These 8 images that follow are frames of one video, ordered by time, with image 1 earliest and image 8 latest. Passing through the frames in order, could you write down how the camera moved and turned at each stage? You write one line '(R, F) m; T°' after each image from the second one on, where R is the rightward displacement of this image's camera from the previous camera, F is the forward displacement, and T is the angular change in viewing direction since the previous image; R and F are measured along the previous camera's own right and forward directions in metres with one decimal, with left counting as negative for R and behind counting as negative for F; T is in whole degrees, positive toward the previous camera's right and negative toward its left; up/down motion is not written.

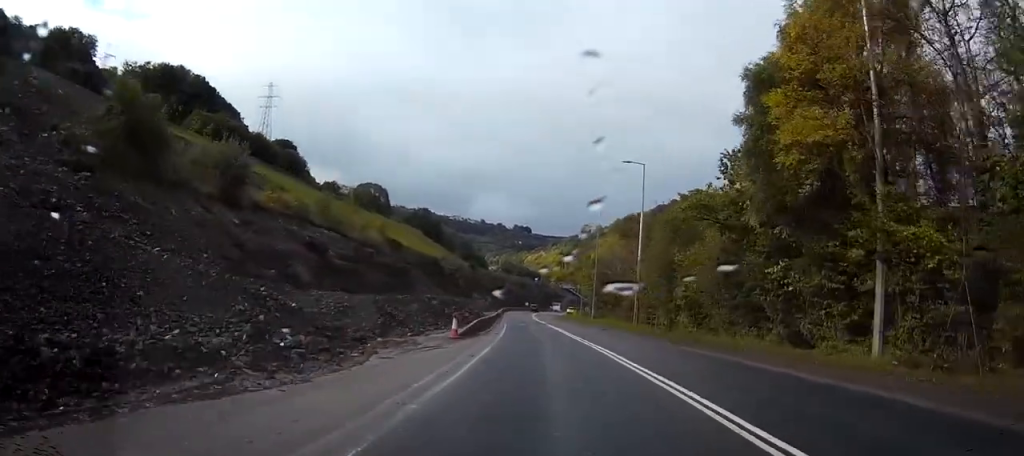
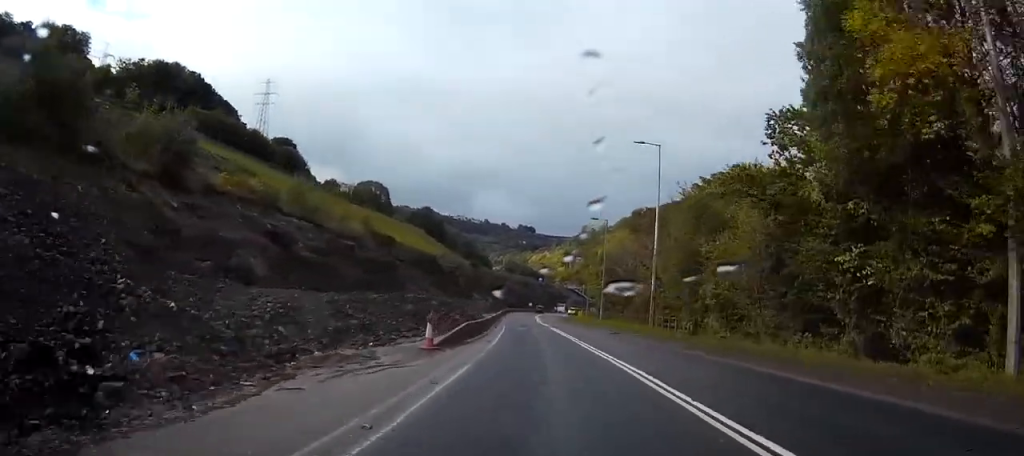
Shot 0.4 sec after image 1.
(0.0, +6.6) m; 0°
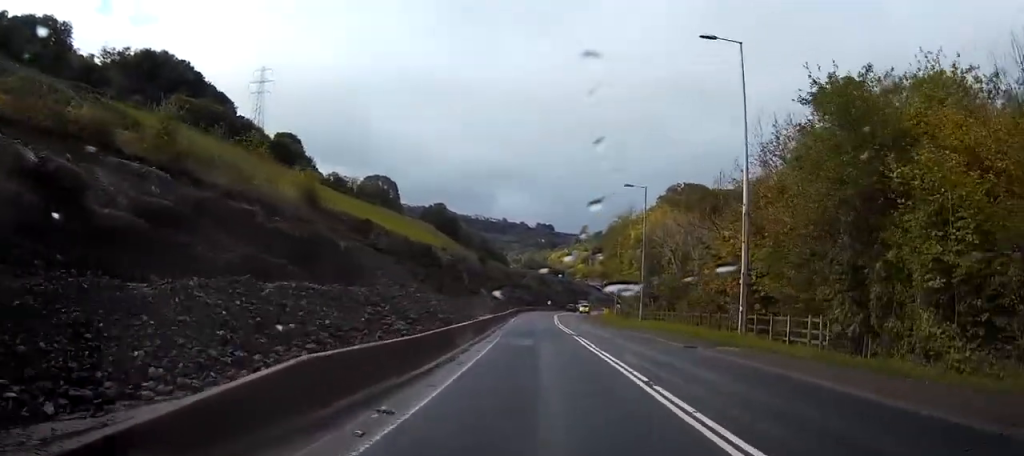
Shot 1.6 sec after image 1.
(0.0, +19.6) m; -1°
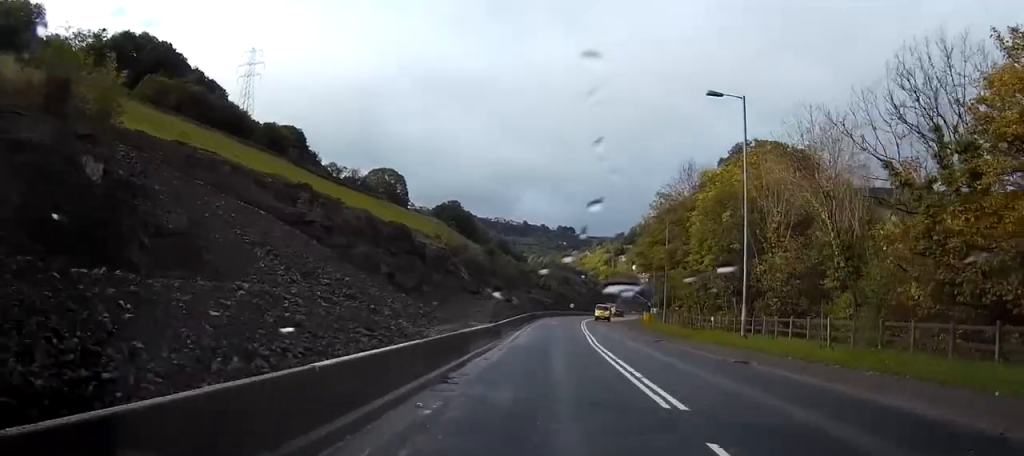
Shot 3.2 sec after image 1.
(-0.9, +25.4) m; -3°
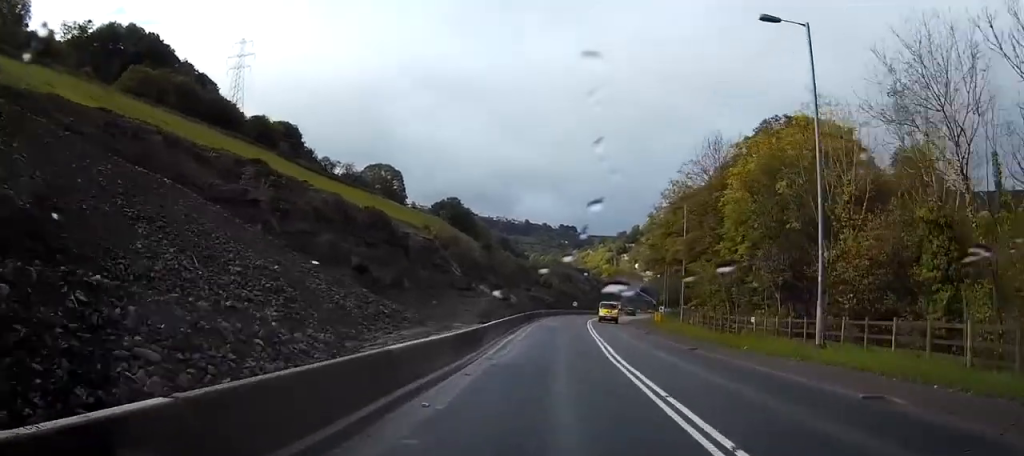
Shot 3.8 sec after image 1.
(0.0, +9.0) m; 0°
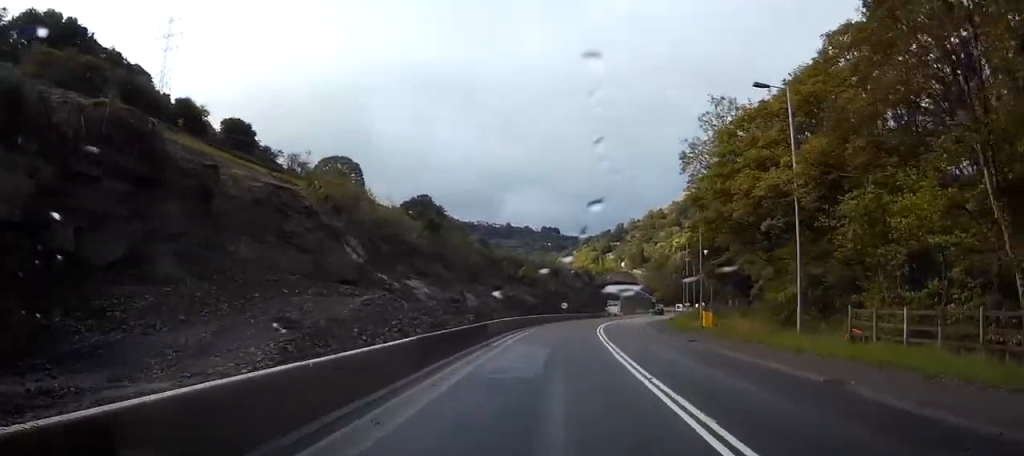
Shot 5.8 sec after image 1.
(+0.2, +32.8) m; +1°
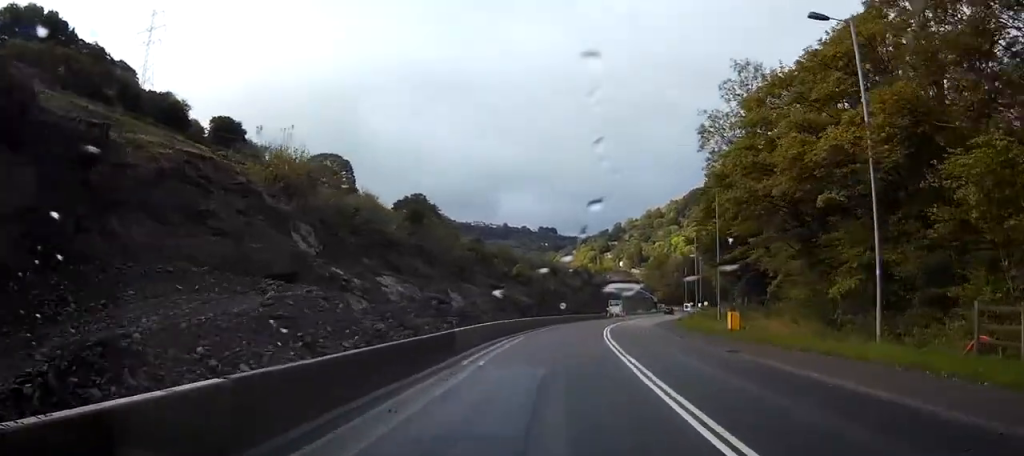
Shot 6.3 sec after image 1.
(0.0, +7.9) m; 0°
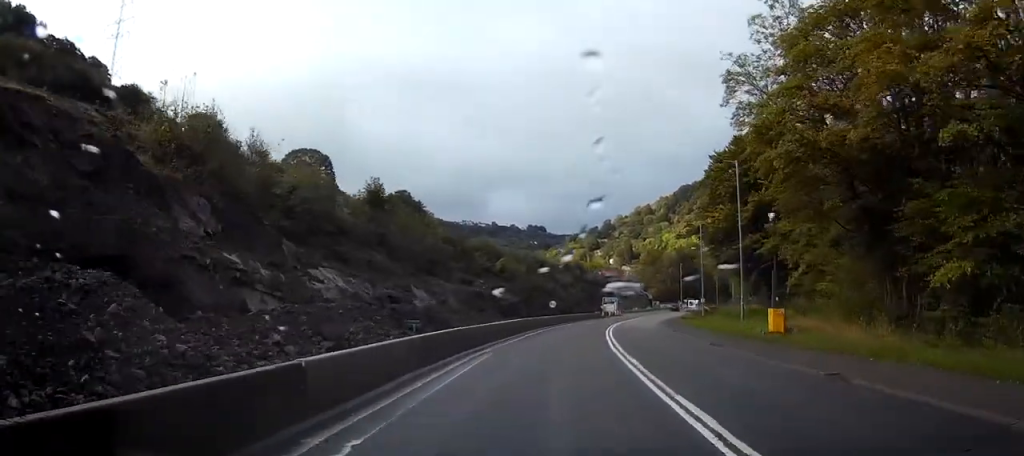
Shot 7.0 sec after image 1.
(0.0, +10.1) m; +1°
